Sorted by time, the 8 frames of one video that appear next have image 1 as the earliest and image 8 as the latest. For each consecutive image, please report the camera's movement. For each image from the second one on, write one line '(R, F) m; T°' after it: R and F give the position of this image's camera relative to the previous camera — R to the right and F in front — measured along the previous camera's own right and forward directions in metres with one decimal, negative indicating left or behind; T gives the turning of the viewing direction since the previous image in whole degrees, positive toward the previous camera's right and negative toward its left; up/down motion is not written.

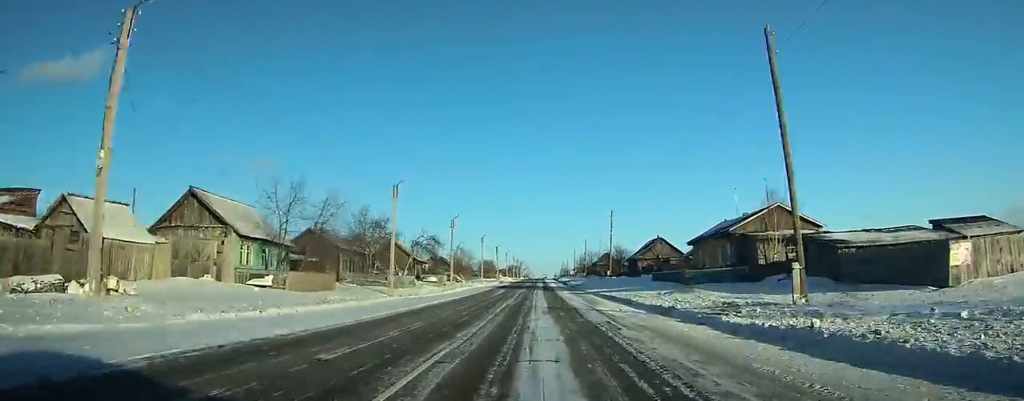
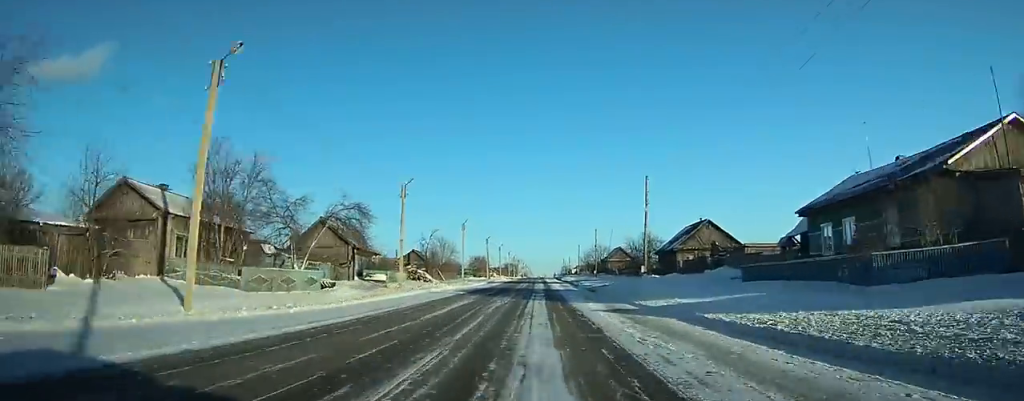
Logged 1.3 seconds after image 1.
(-0.1, +25.7) m; 0°
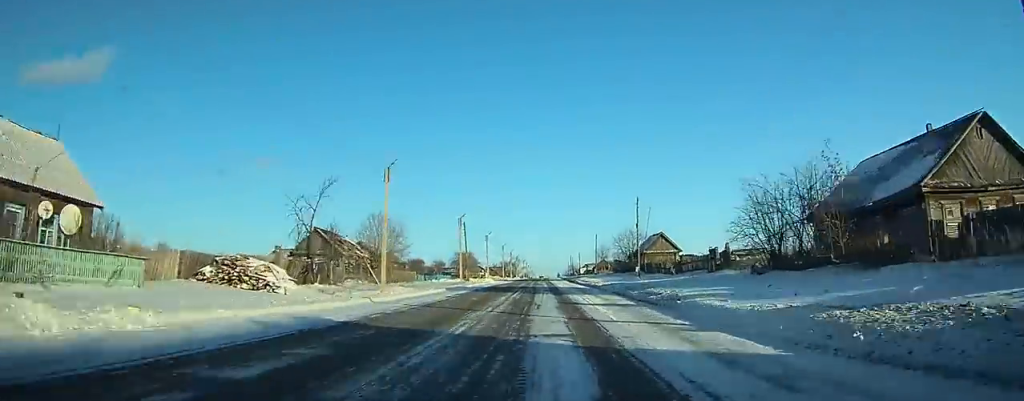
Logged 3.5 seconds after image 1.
(+0.2, +42.7) m; 0°
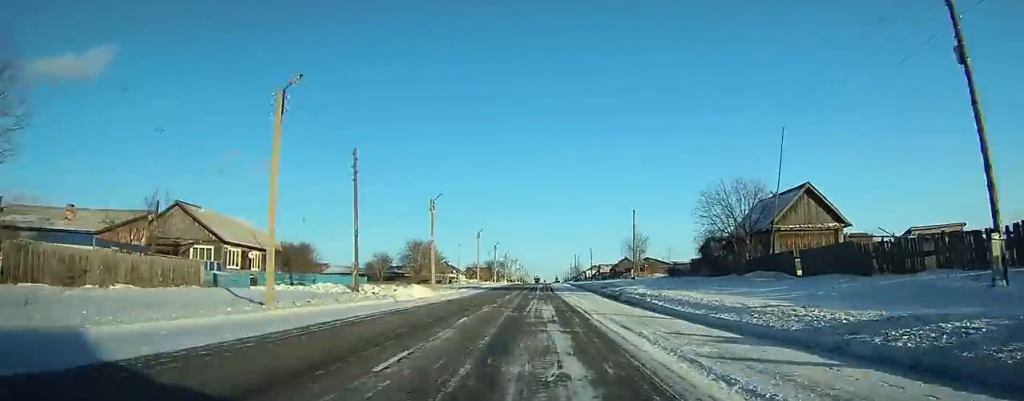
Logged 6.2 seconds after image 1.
(+0.1, +51.8) m; +1°
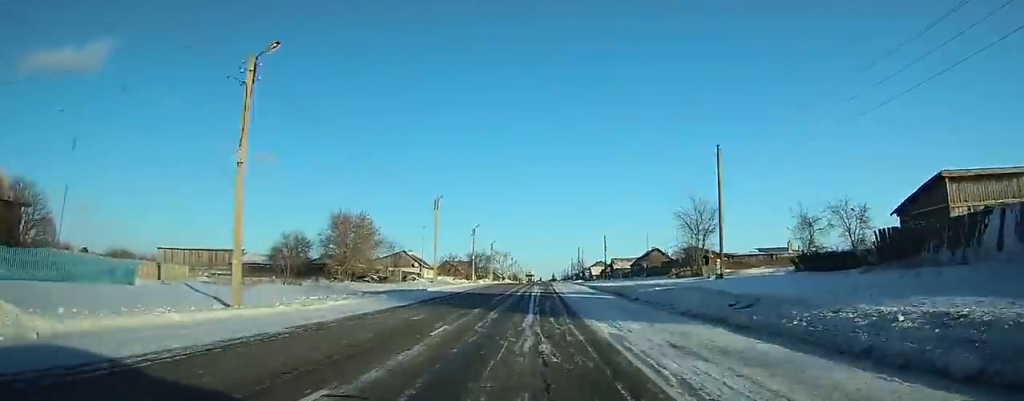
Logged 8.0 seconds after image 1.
(+0.2, +35.1) m; +1°
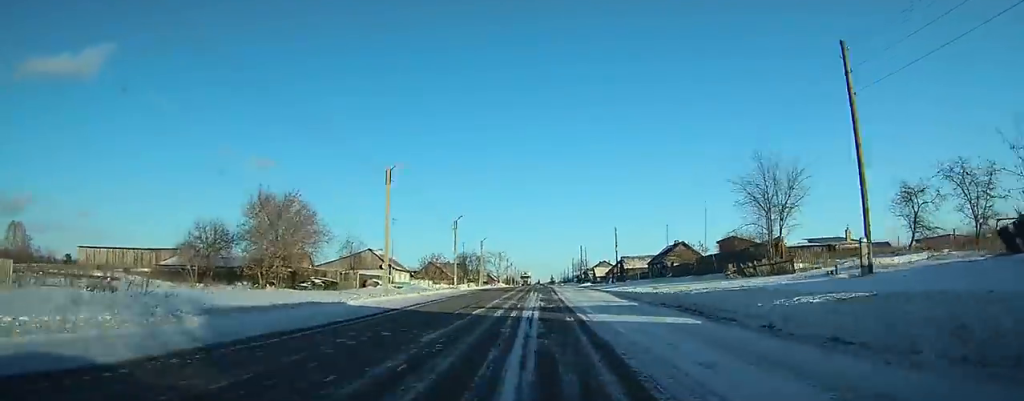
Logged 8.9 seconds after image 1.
(0.0, +16.9) m; 0°
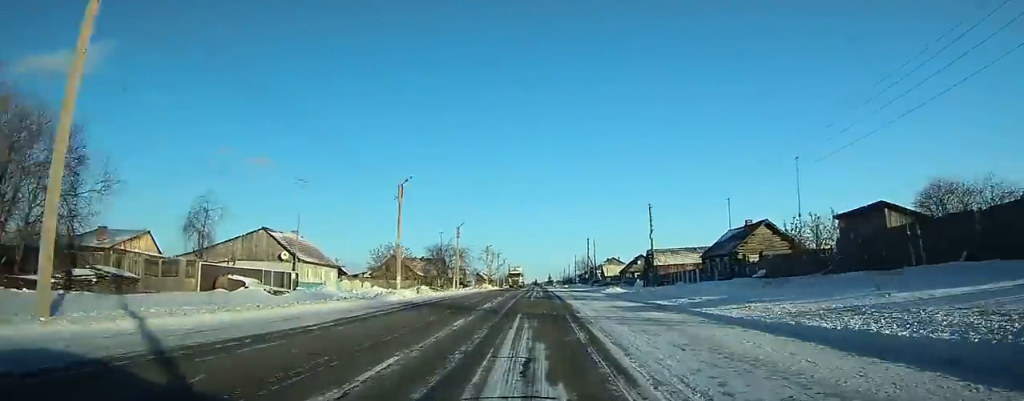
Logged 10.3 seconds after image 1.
(+0.2, +27.4) m; 0°
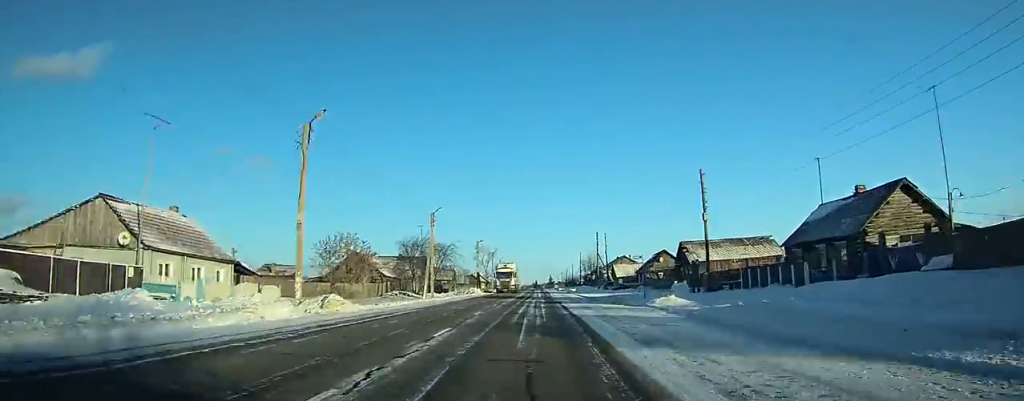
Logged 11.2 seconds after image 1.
(+0.1, +18.3) m; 0°
